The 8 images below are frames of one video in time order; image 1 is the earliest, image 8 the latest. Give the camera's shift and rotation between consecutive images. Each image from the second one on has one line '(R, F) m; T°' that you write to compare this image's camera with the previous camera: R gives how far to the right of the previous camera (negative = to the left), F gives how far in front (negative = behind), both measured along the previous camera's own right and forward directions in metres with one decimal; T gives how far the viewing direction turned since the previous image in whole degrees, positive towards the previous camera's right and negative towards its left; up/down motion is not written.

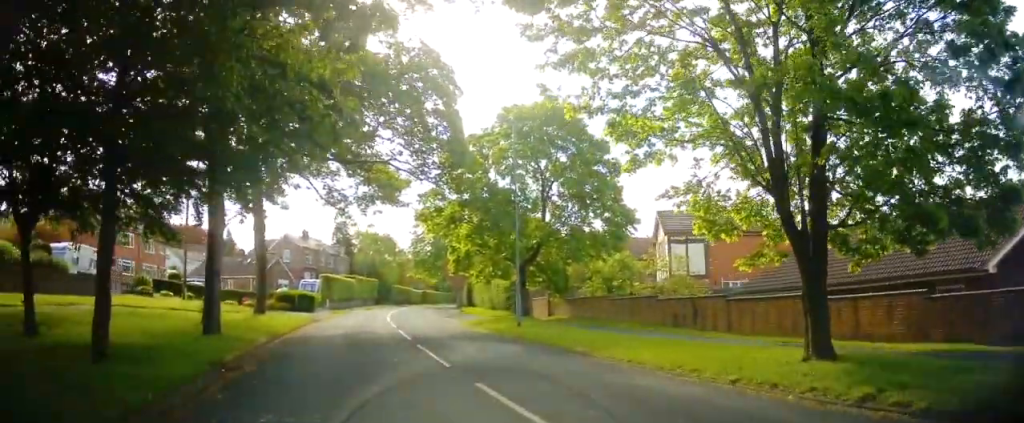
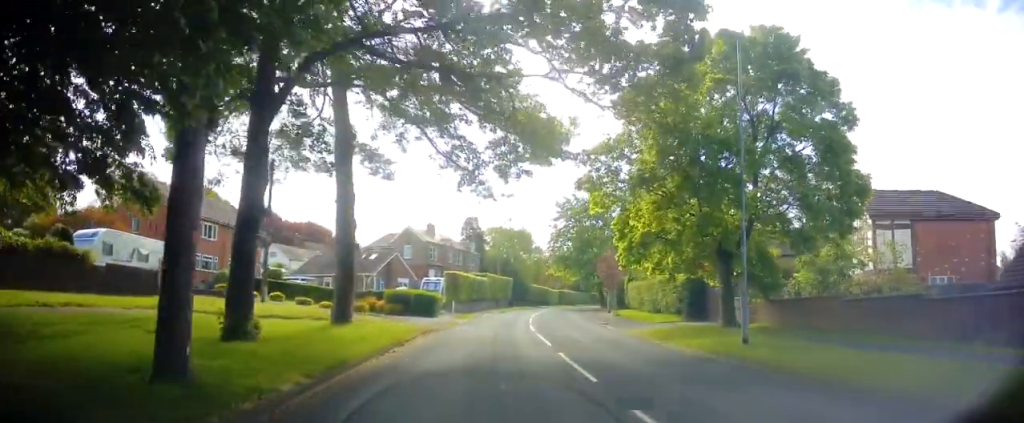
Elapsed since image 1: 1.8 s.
(-1.3, +6.9) m; -7°
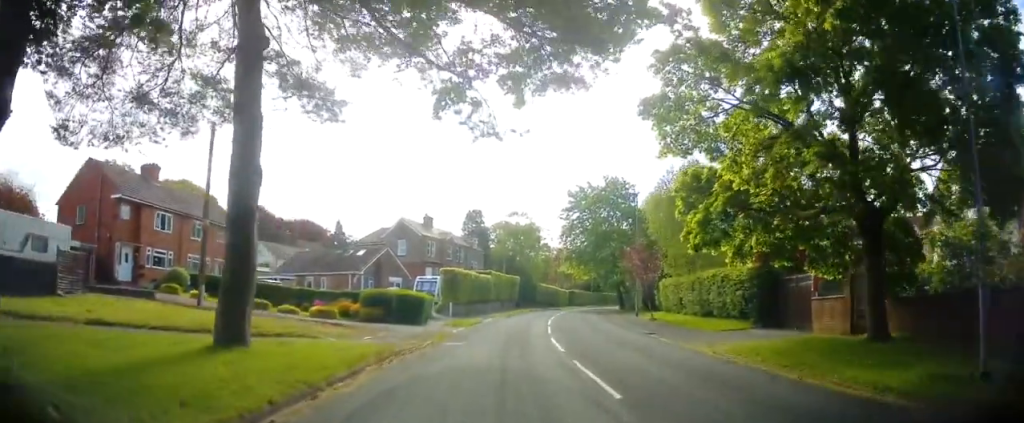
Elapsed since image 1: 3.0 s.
(-0.1, +6.0) m; -1°
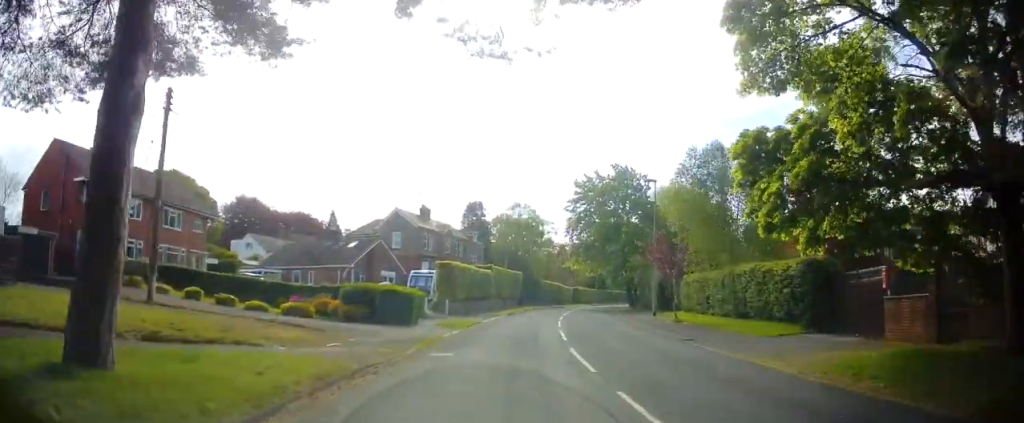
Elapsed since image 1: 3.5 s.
(0.0, +3.2) m; 0°
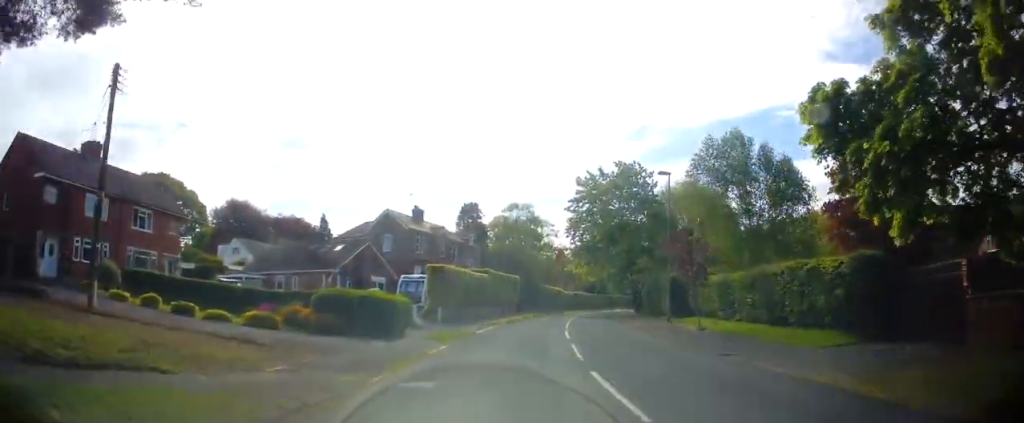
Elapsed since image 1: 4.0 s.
(+0.2, +2.8) m; +1°
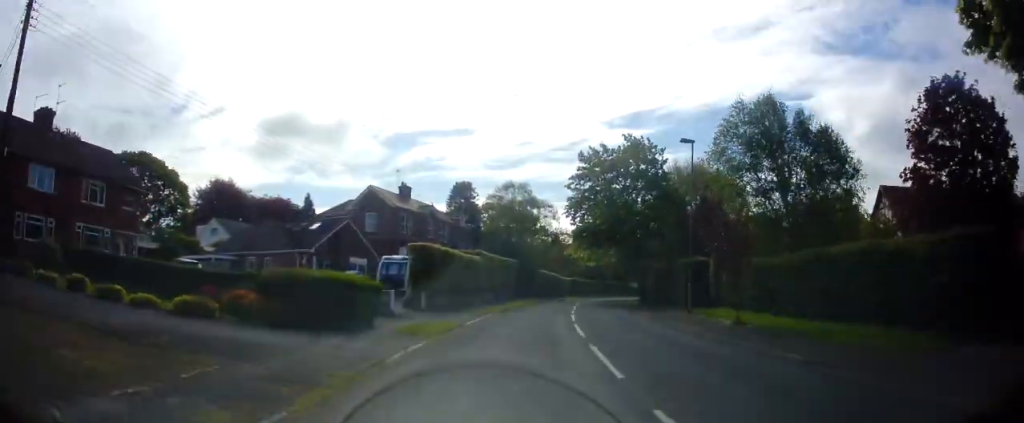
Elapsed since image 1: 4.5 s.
(0.0, +3.9) m; +1°
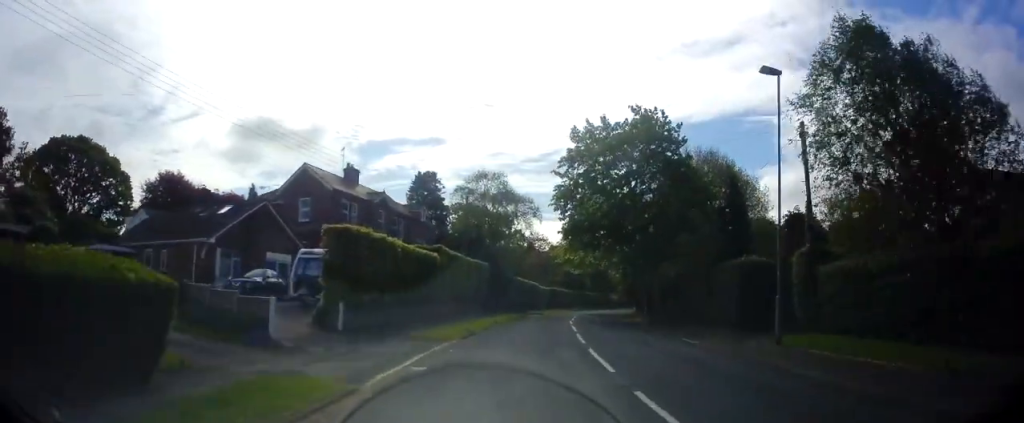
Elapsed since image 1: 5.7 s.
(+0.1, +10.2) m; +3°
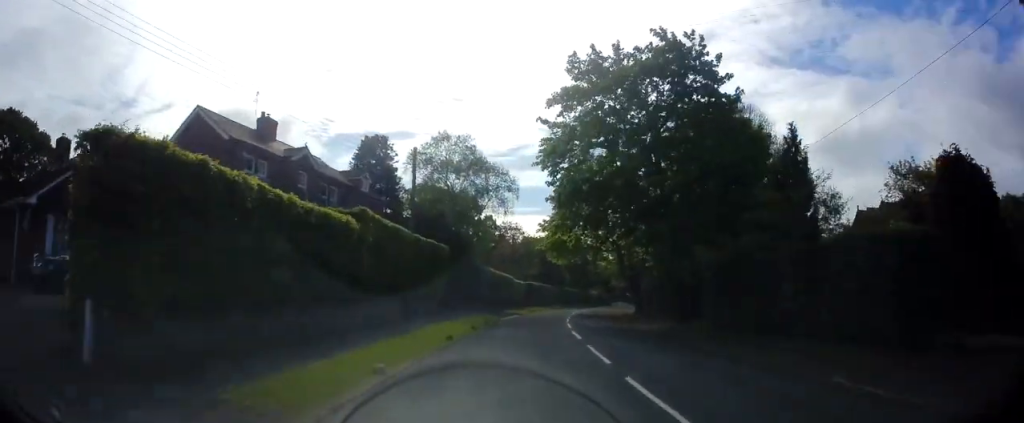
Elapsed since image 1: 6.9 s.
(+0.5, +11.3) m; +3°
